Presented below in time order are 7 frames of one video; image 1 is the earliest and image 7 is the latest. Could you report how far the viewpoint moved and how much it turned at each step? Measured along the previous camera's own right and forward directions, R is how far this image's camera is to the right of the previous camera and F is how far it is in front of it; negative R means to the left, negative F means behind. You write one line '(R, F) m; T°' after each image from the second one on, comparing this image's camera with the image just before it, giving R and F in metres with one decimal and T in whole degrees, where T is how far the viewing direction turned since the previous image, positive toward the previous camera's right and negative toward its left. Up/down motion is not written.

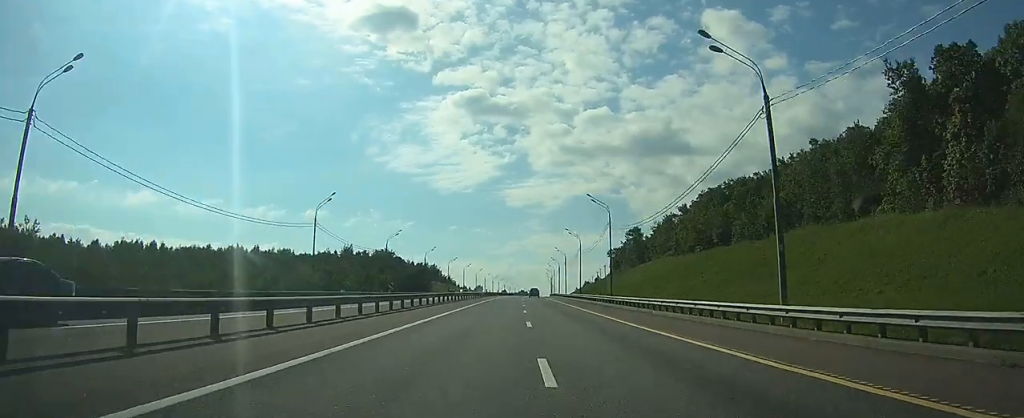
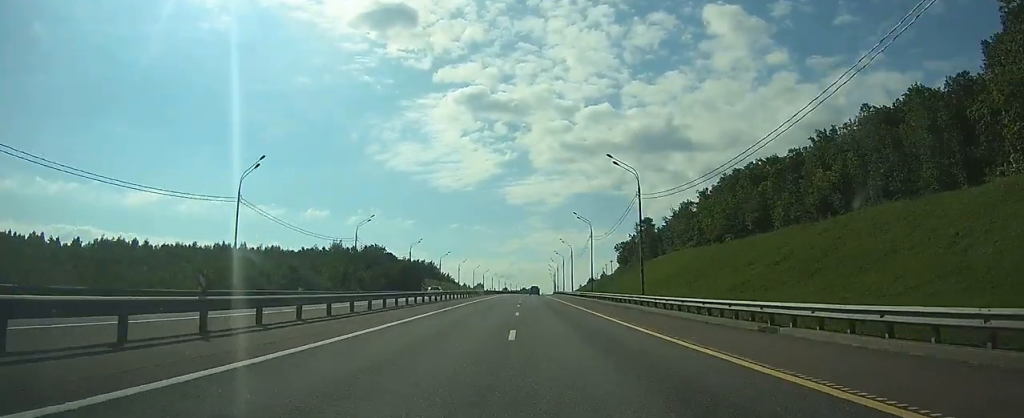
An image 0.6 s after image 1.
(+0.1, +17.5) m; 0°
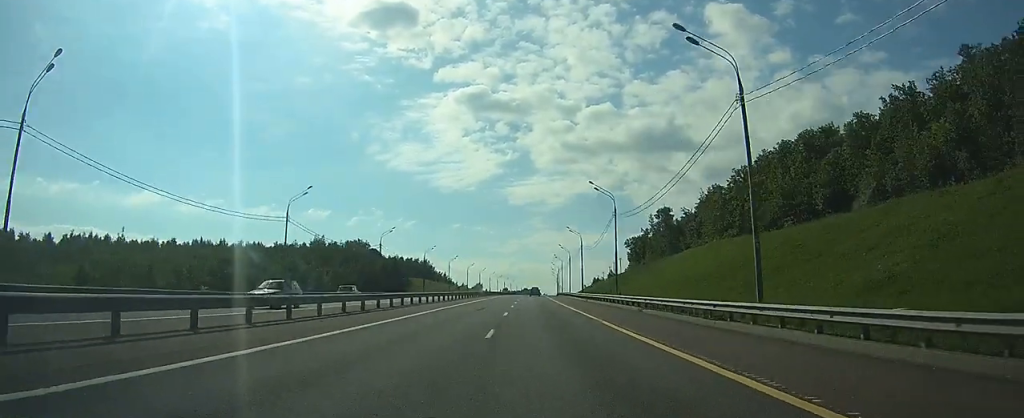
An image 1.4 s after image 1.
(0.0, +23.4) m; 0°
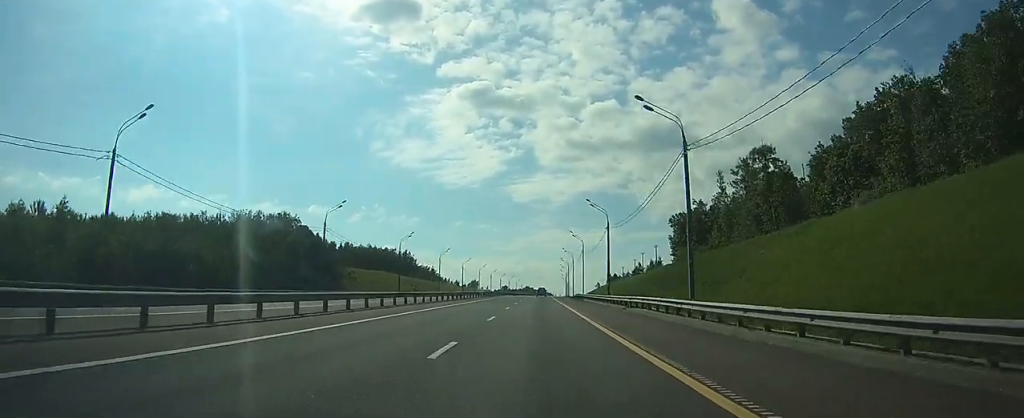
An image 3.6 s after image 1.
(0.0, +64.2) m; 0°
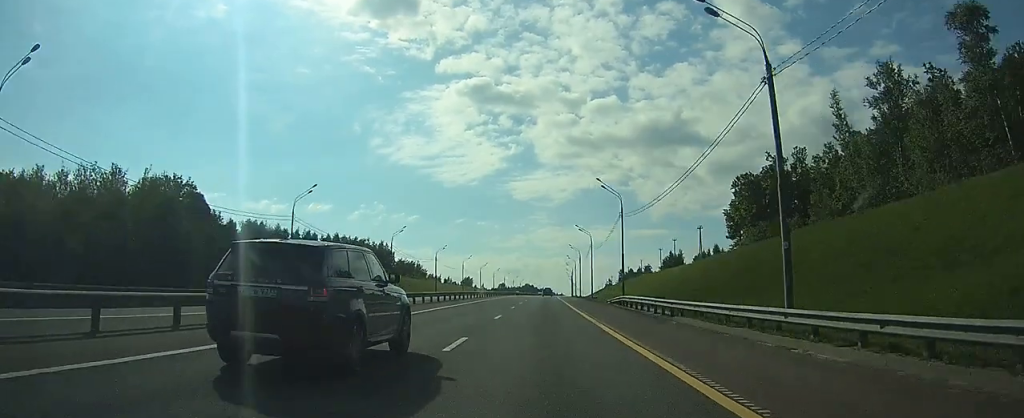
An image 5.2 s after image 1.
(0.0, +46.6) m; 0°
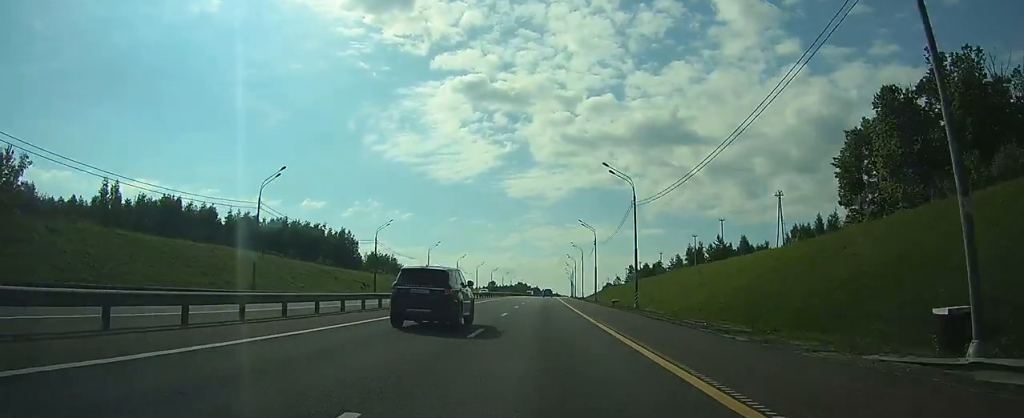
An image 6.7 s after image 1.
(0.0, +44.7) m; 0°
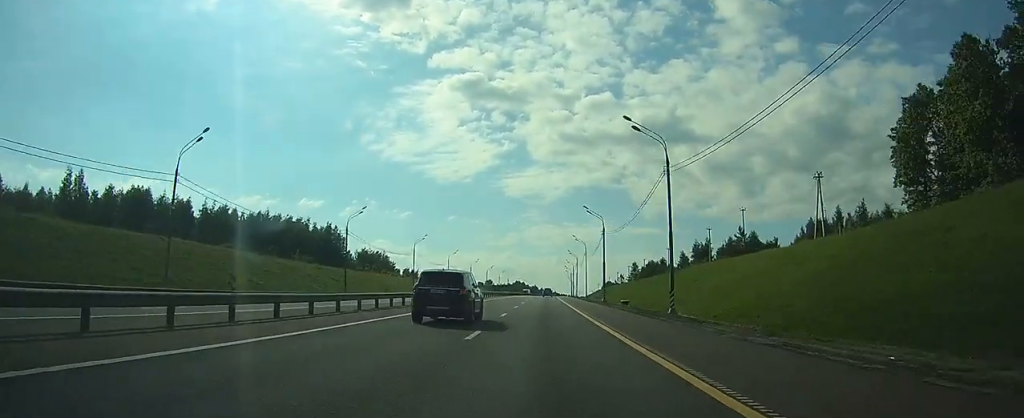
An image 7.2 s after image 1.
(0.0, +12.6) m; 0°
